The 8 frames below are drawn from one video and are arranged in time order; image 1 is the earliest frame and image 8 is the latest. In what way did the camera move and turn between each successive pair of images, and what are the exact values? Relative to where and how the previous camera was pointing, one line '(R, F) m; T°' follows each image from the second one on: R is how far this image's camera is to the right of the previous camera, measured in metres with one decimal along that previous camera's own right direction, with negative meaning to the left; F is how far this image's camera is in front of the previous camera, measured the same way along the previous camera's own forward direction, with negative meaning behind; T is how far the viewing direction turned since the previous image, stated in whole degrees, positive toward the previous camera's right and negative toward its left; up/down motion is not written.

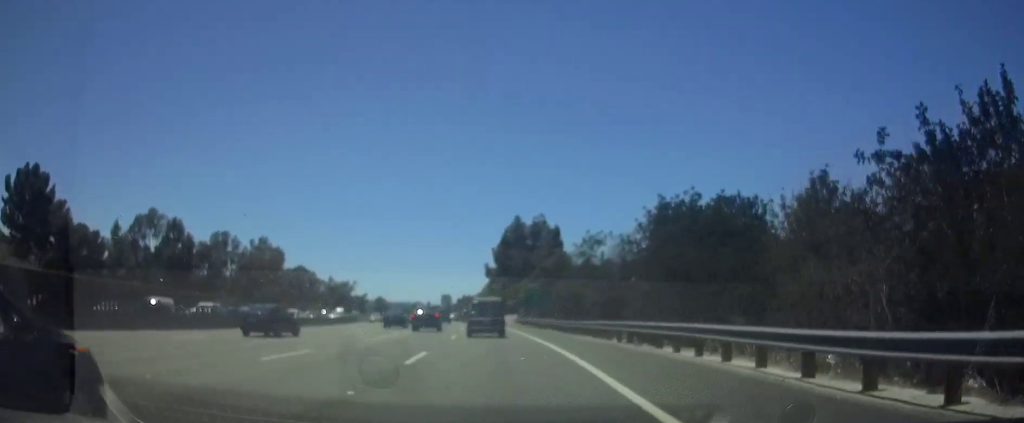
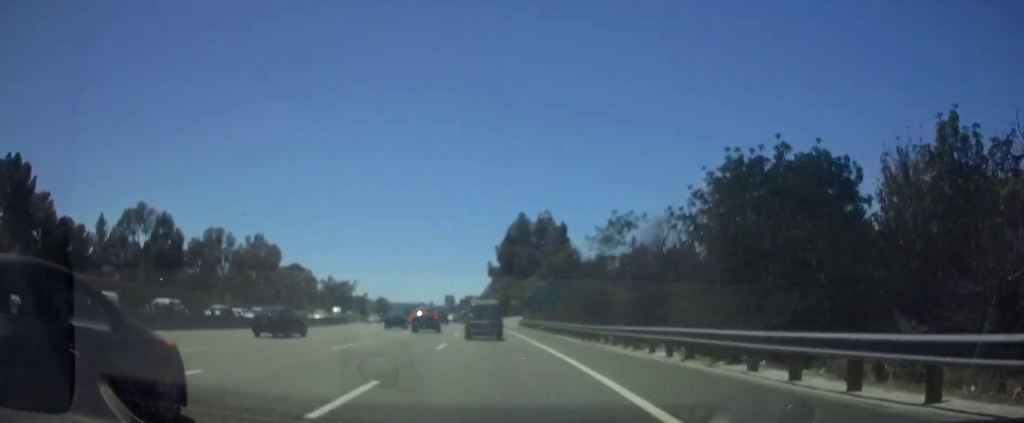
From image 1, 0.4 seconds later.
(+0.1, +7.1) m; -1°
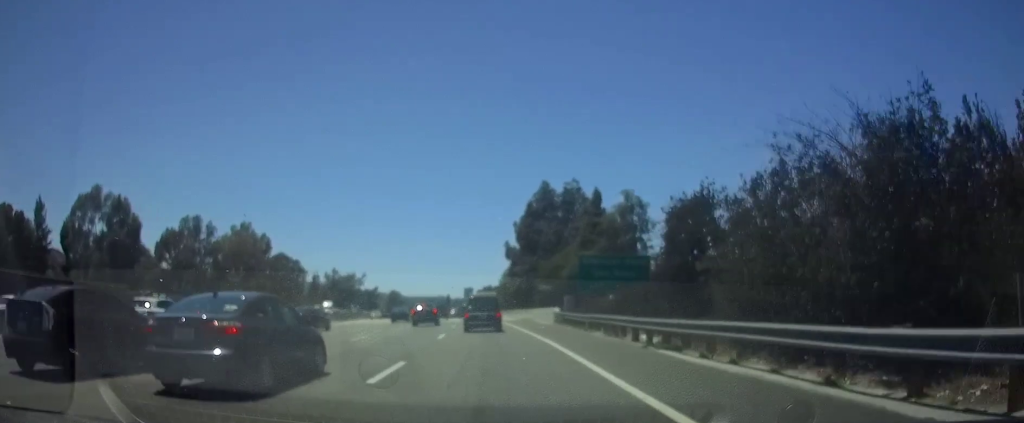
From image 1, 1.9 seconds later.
(-0.7, +25.5) m; -2°
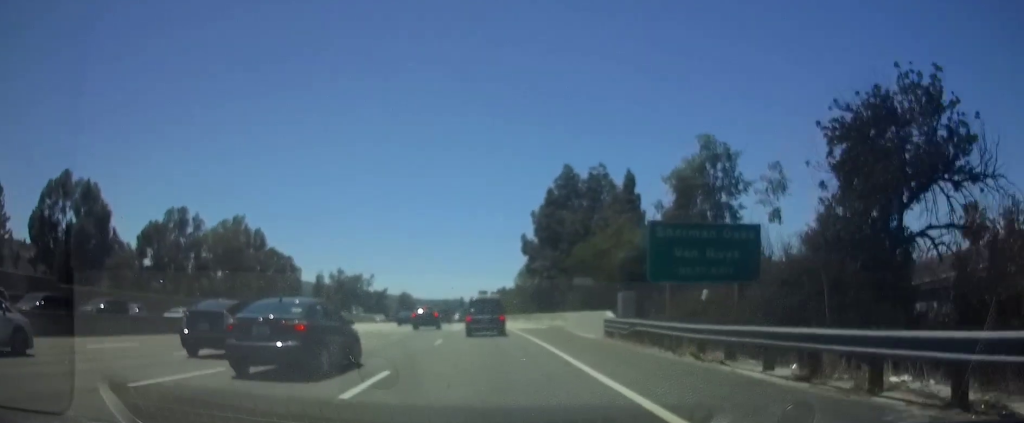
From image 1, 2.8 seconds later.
(-0.1, +15.0) m; -1°
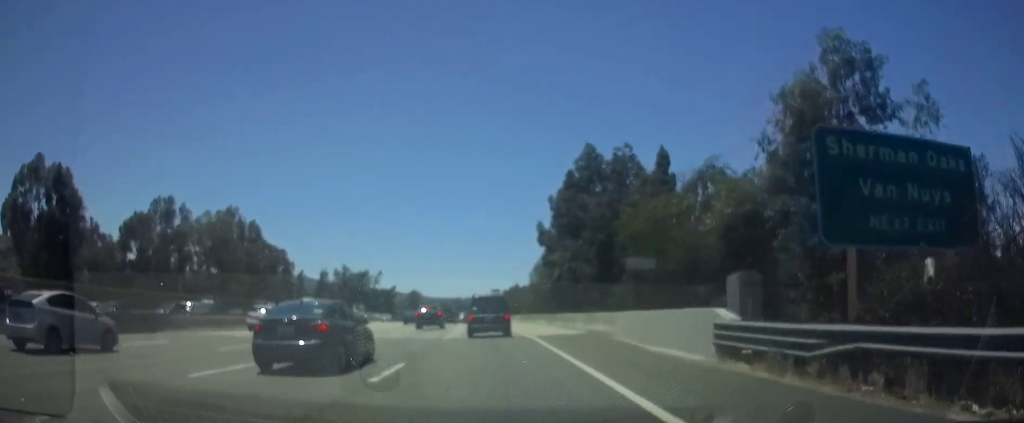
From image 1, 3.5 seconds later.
(-0.1, +11.7) m; -1°
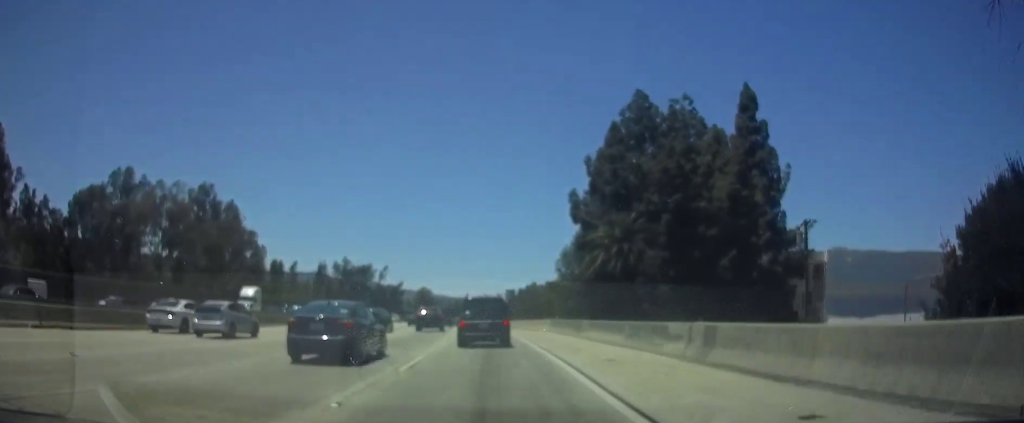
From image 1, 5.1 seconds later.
(-0.2, +22.7) m; -1°
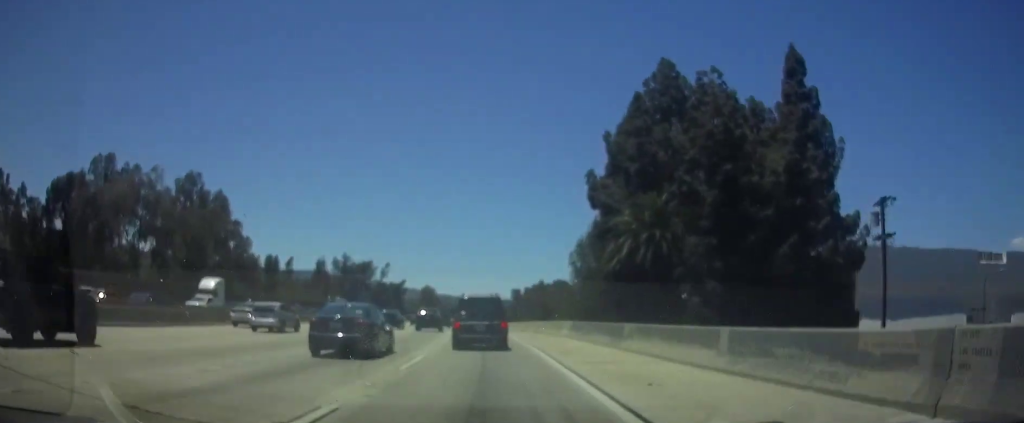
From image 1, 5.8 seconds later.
(0.0, +9.0) m; 0°
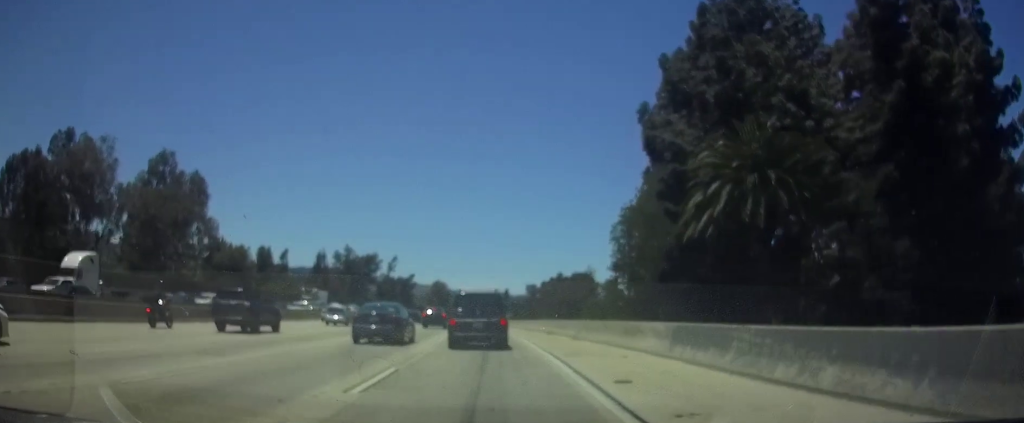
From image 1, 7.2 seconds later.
(-0.1, +17.3) m; 0°
